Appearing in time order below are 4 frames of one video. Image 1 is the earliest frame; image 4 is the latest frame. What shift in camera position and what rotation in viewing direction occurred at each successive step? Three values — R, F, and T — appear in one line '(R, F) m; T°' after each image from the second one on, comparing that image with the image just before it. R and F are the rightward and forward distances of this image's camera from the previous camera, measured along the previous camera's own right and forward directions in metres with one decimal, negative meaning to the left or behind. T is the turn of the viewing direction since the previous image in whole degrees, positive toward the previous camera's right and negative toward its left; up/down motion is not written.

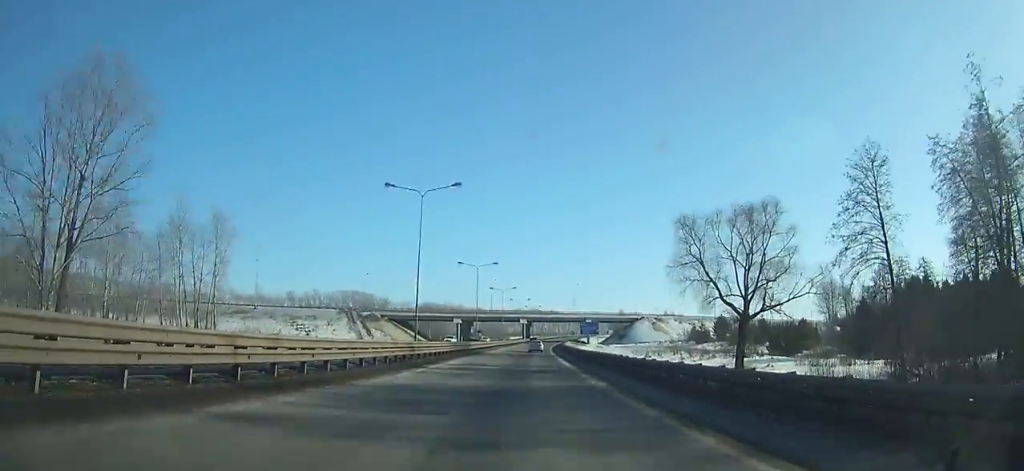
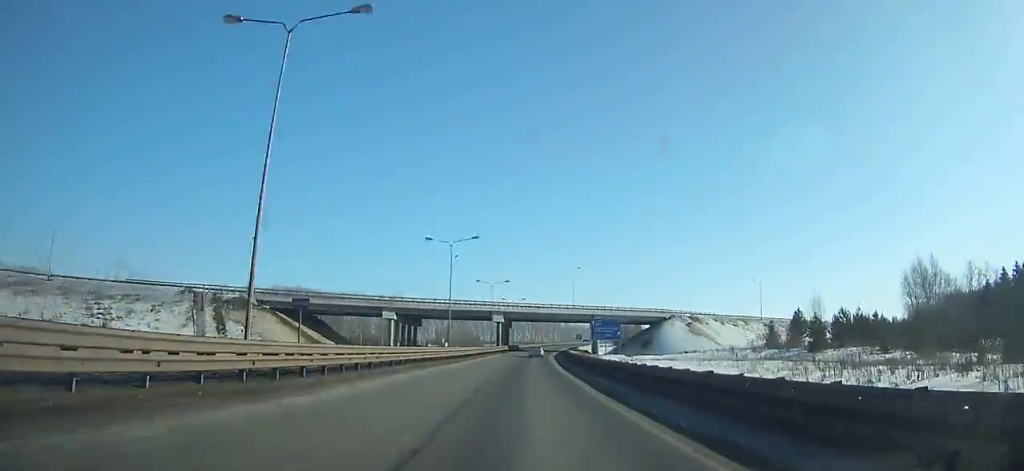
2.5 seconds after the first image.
(+1.2, +61.0) m; +2°
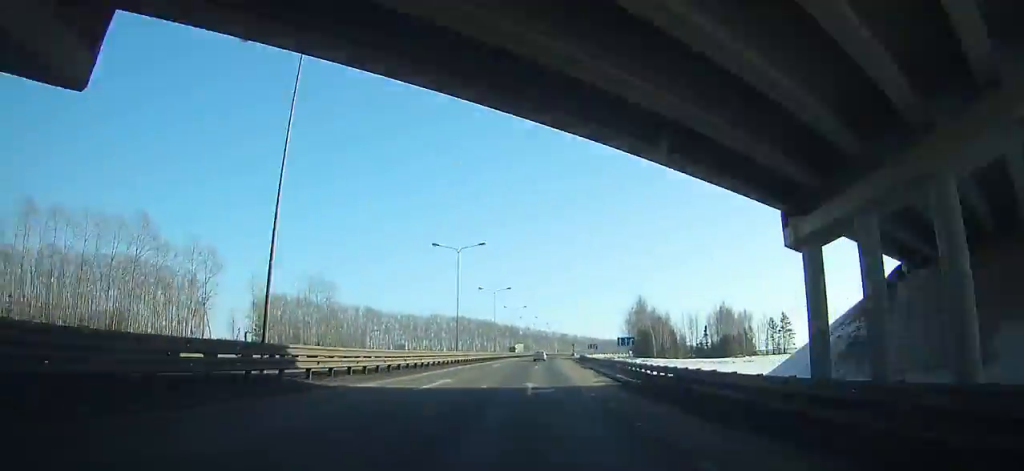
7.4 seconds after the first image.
(+3.6, +117.1) m; +4°
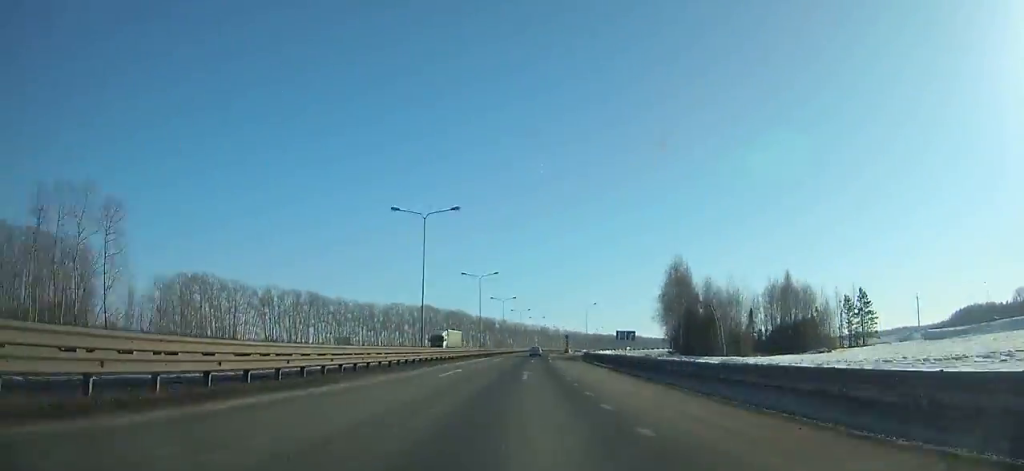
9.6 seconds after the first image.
(+1.4, +52.2) m; +2°
